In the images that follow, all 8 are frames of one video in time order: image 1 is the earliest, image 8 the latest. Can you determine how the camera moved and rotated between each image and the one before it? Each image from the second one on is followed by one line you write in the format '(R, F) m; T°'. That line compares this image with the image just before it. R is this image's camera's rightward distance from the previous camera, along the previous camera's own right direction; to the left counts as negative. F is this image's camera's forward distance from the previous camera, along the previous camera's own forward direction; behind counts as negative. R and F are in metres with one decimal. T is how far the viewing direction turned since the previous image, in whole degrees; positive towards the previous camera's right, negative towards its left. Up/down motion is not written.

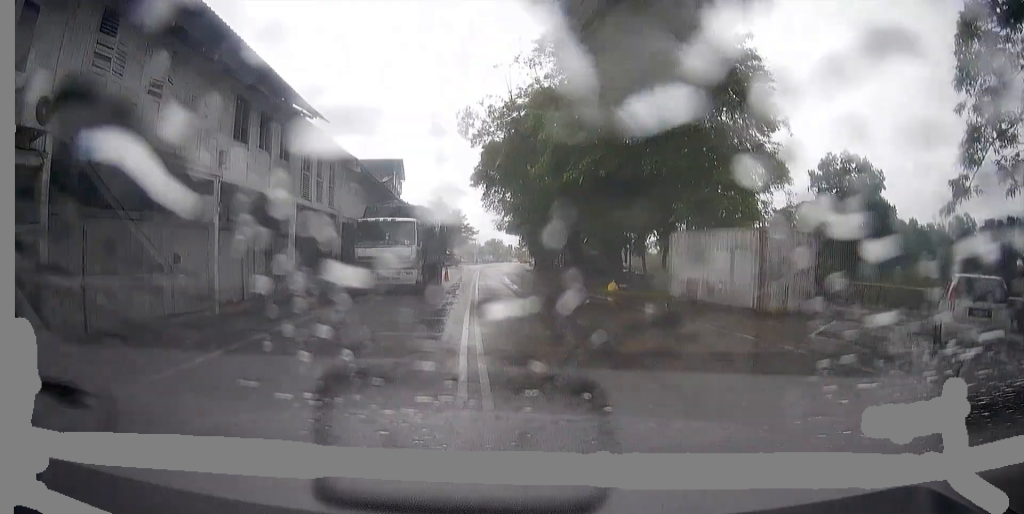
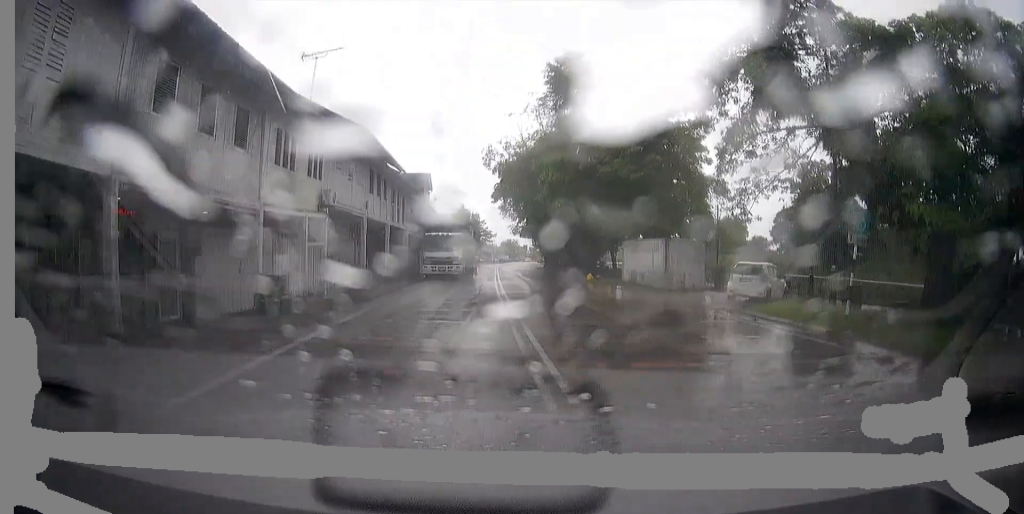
(-0.1, +12.4) m; 0°
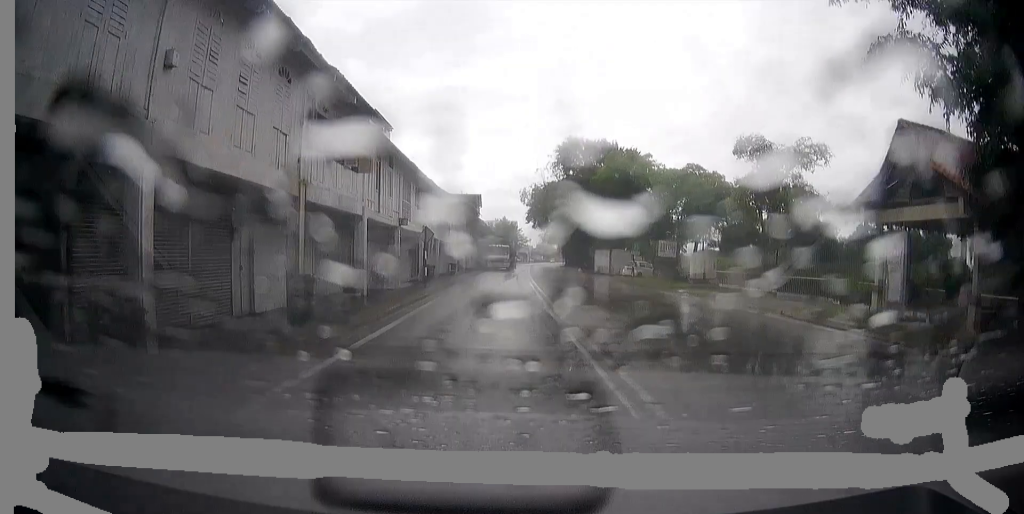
(+0.3, +31.2) m; +2°
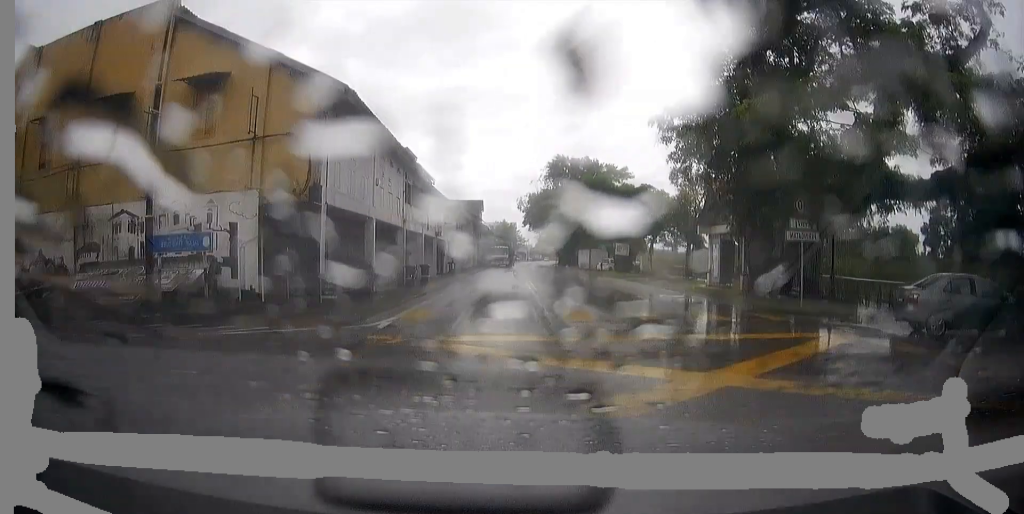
(+0.2, +14.2) m; +2°
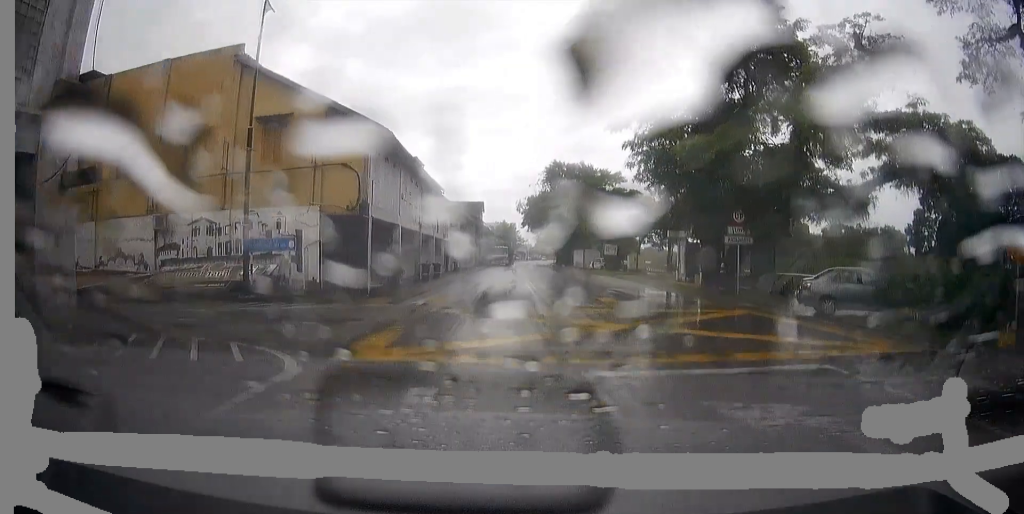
(0.0, +5.2) m; 0°
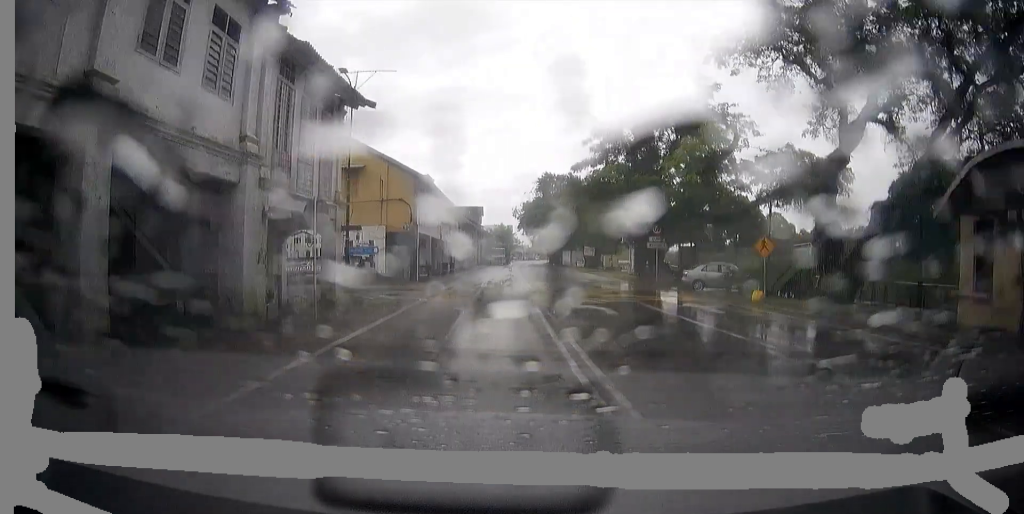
(+0.1, +12.2) m; 0°
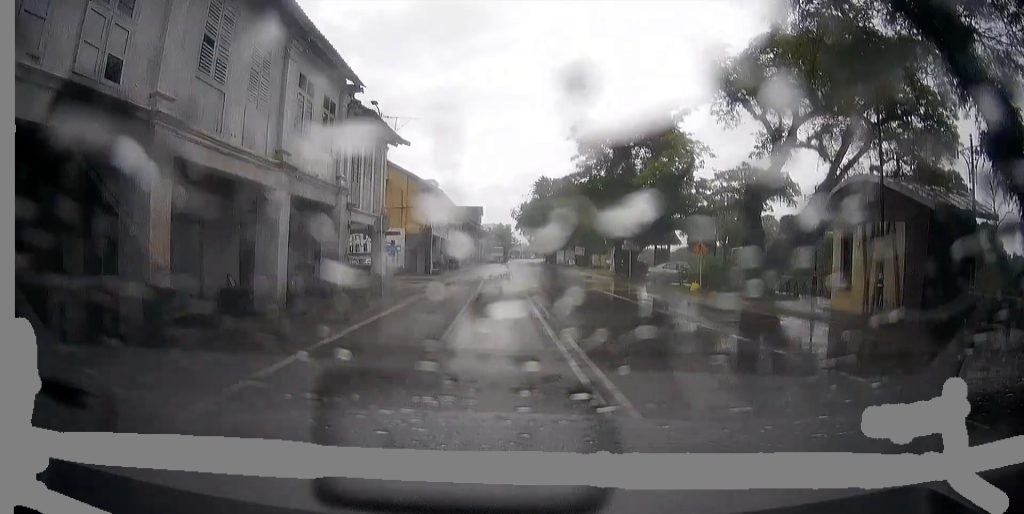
(0.0, +5.9) m; 0°
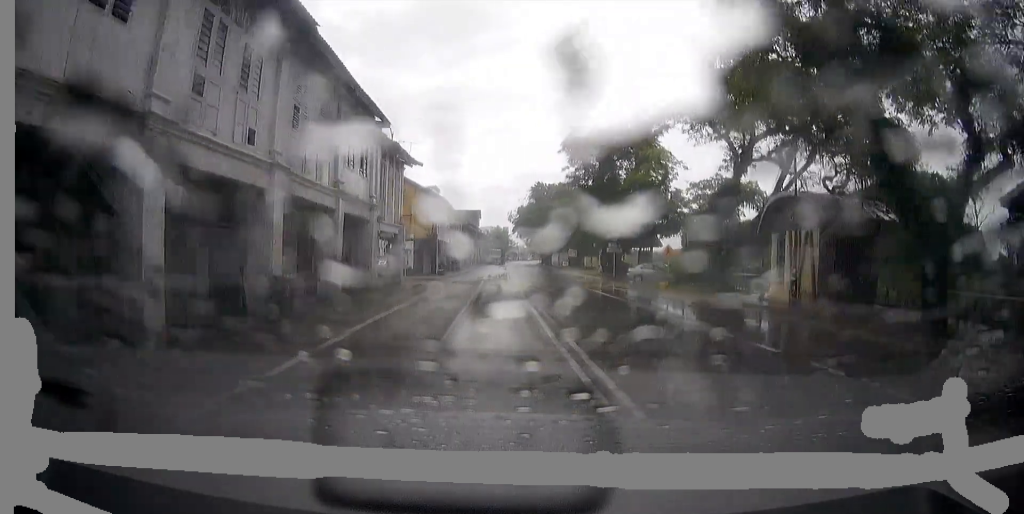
(0.0, +5.2) m; 0°
